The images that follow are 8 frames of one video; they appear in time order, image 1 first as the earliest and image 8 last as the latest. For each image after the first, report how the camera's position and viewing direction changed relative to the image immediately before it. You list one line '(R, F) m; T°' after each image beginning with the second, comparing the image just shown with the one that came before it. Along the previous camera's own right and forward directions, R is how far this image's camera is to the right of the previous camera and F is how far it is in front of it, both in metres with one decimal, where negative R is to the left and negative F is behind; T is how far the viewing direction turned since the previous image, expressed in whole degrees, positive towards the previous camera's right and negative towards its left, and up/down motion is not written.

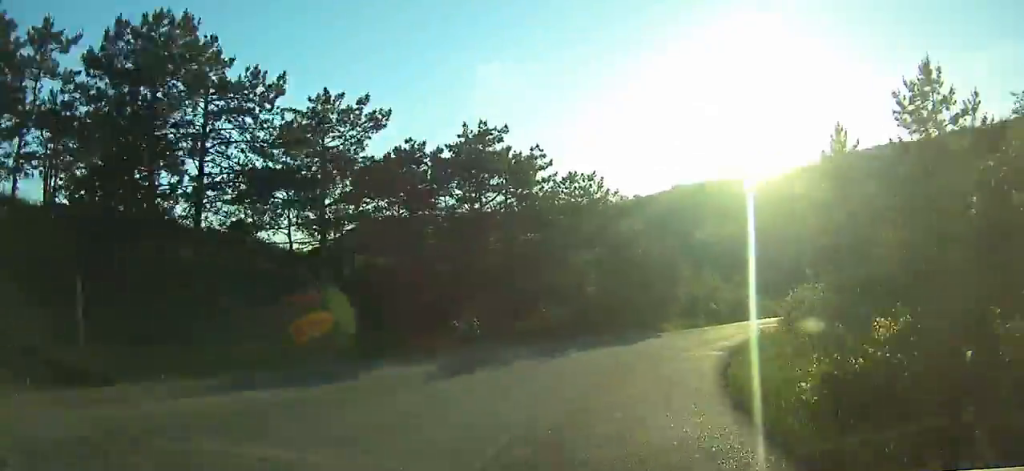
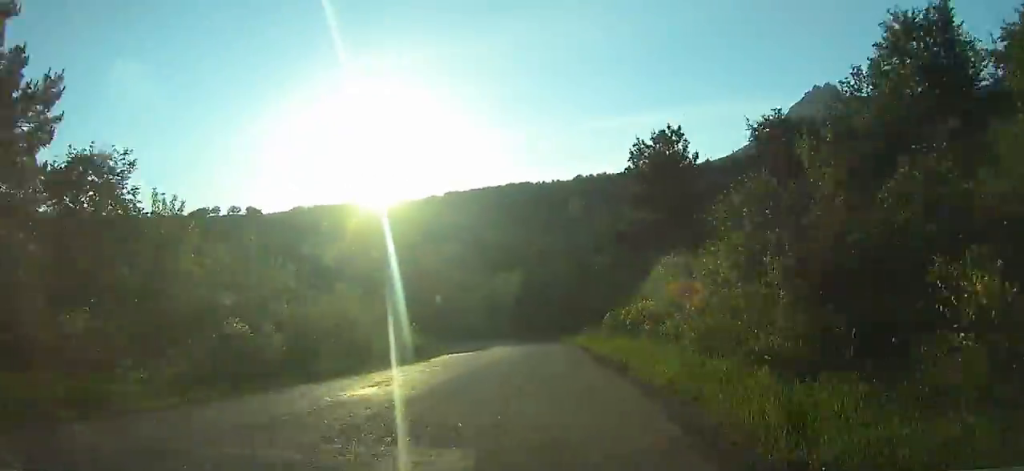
(+1.7, +34.3) m; +16°
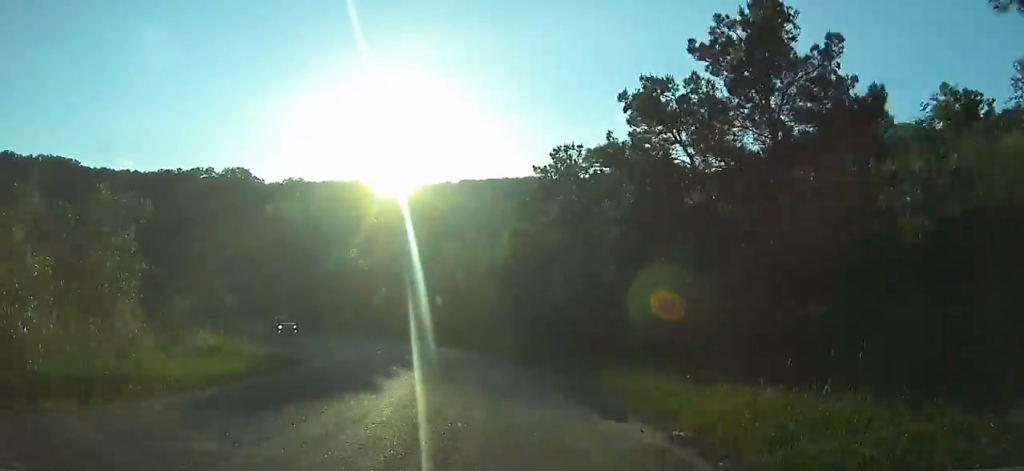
(+7.2, +27.6) m; +5°
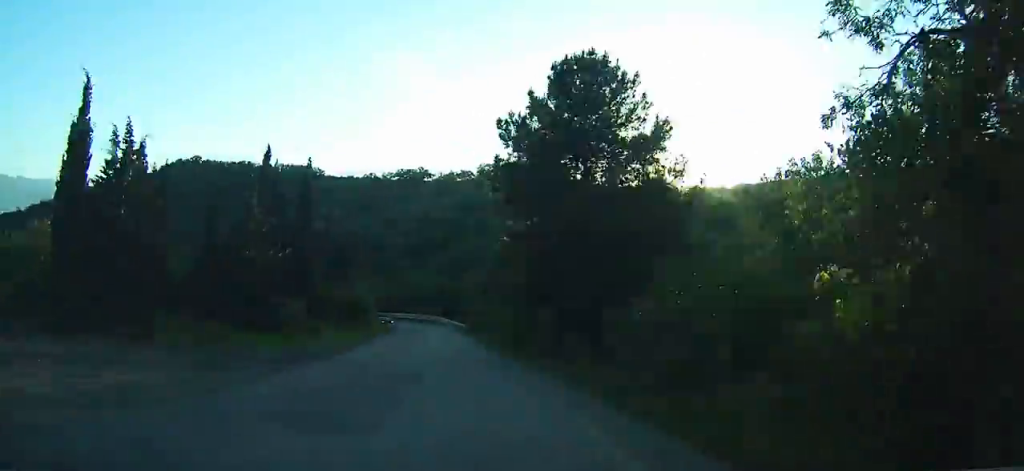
(-3.2, +31.8) m; -14°
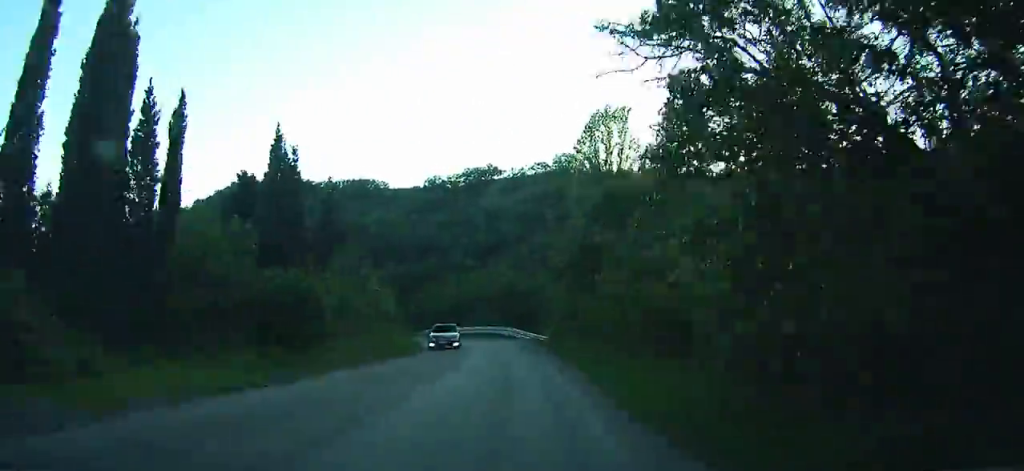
(-3.3, +24.4) m; -11°
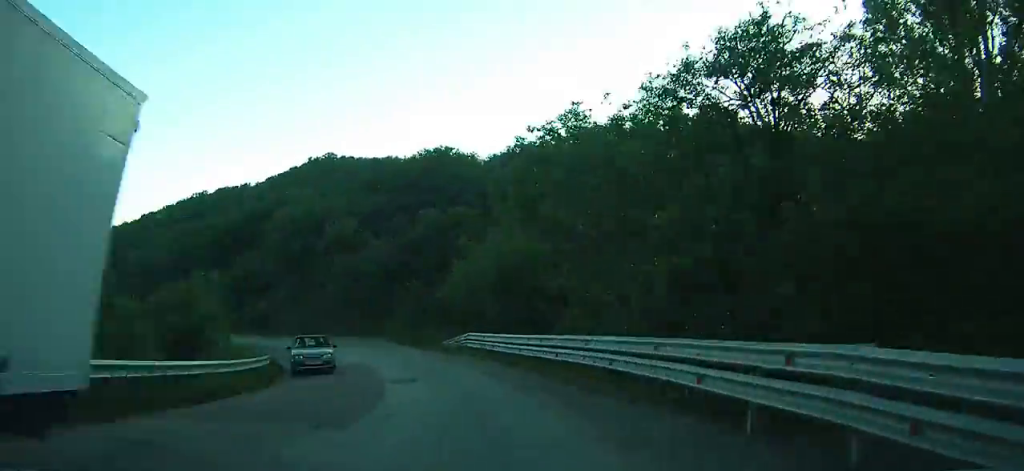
(-6.3, +45.0) m; -22°
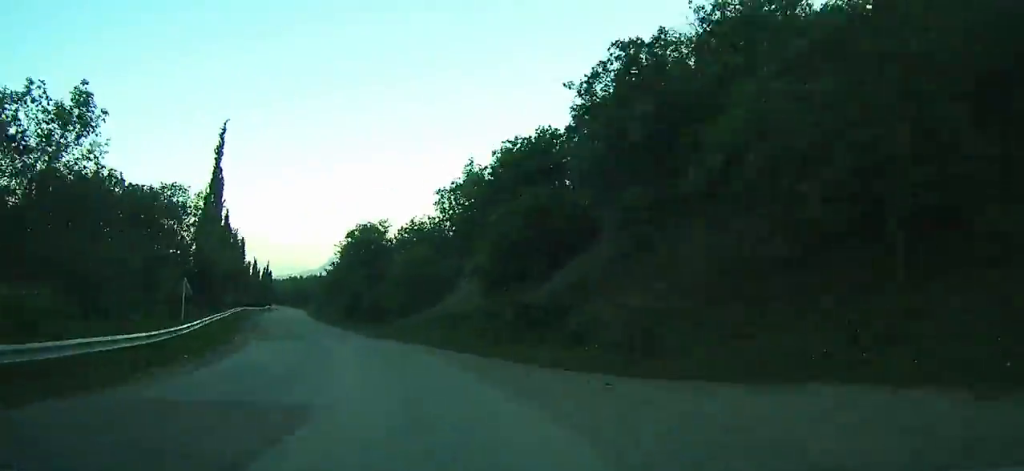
(-8.2, +35.9) m; -31°
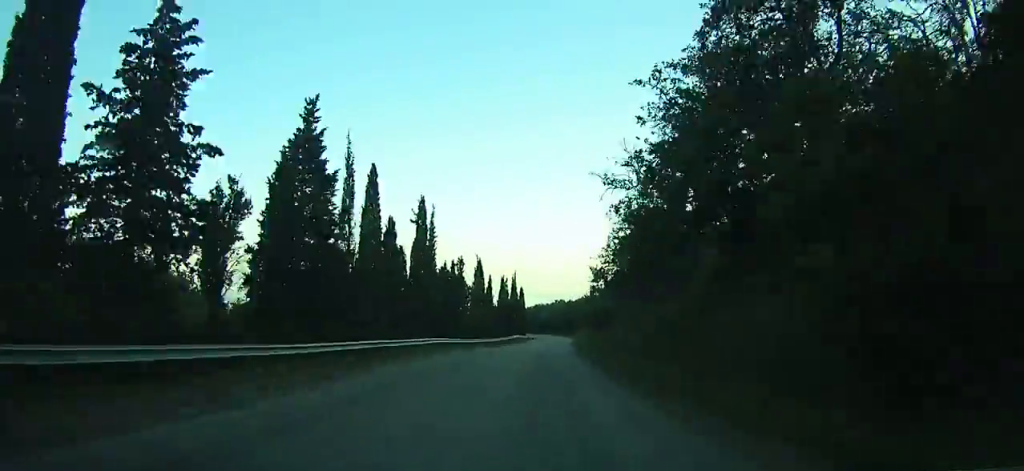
(-11.5, +43.6) m; -21°
